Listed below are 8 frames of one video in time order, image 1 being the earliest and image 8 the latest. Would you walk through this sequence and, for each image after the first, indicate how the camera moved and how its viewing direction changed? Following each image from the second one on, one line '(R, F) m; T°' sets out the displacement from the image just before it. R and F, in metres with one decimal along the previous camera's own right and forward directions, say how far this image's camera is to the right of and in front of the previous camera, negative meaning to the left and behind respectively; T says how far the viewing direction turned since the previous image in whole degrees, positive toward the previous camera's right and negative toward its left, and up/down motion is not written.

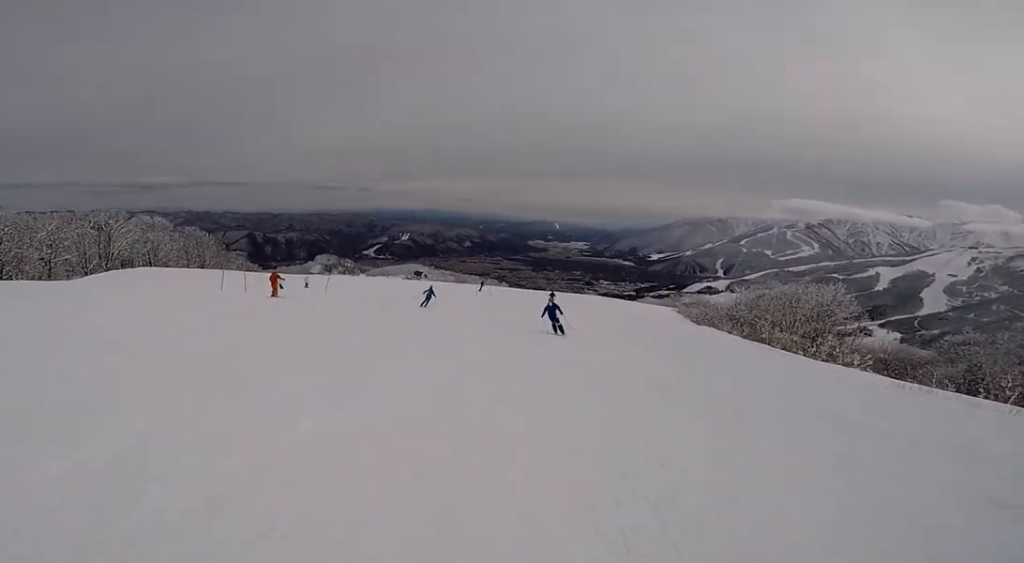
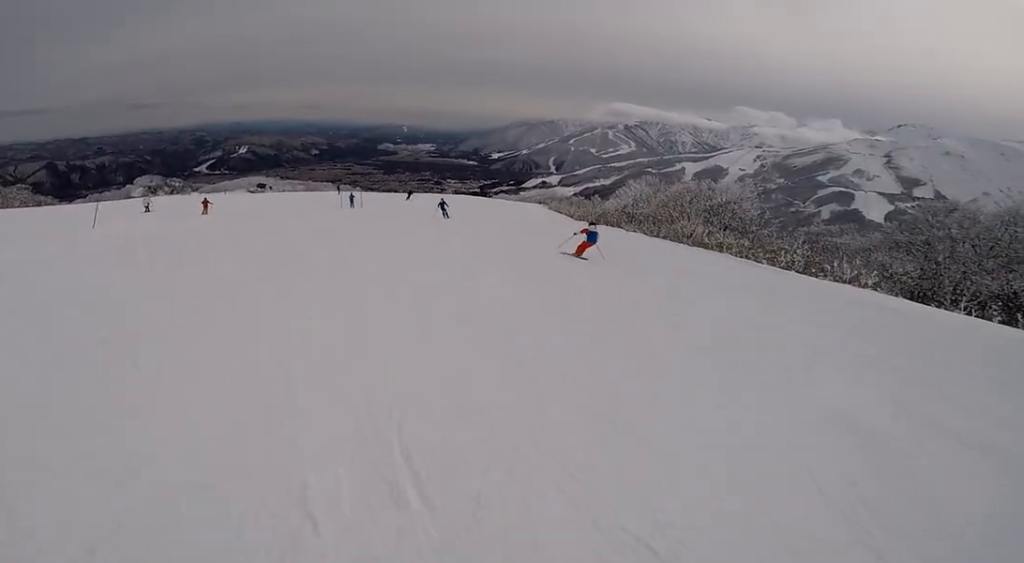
(+2.7, +11.9) m; +22°
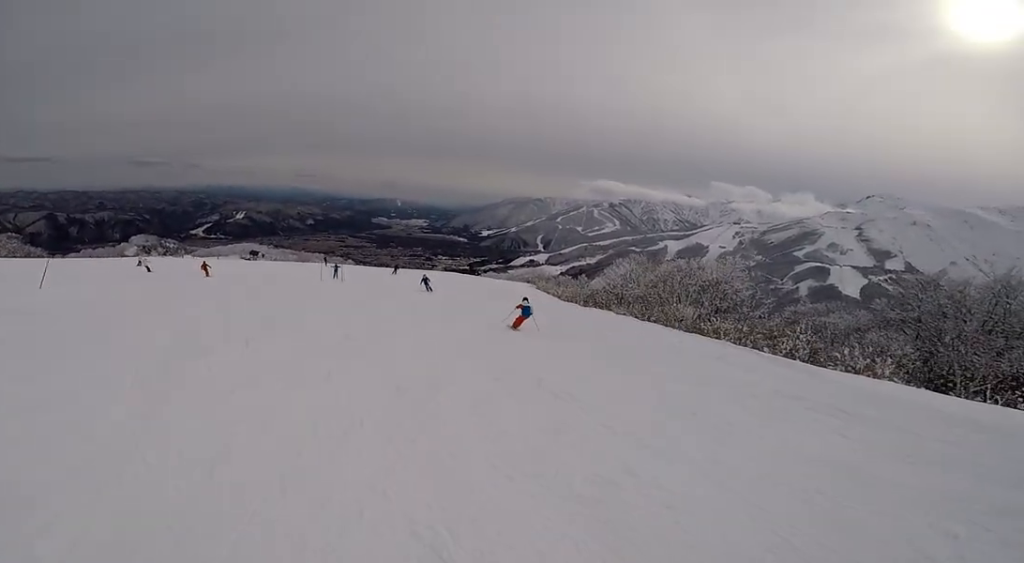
(+0.1, +2.5) m; -5°
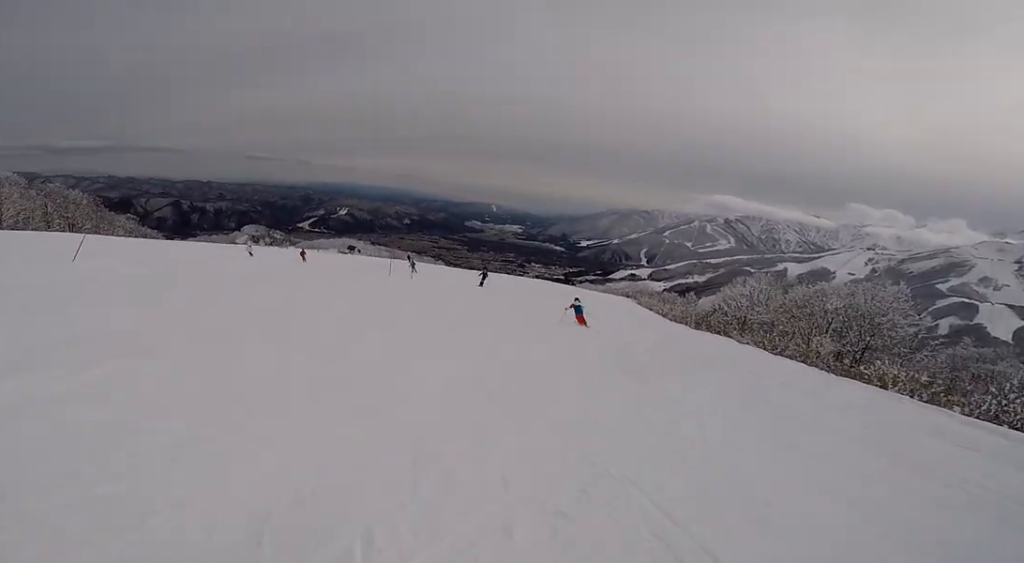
(-0.4, +4.3) m; -8°
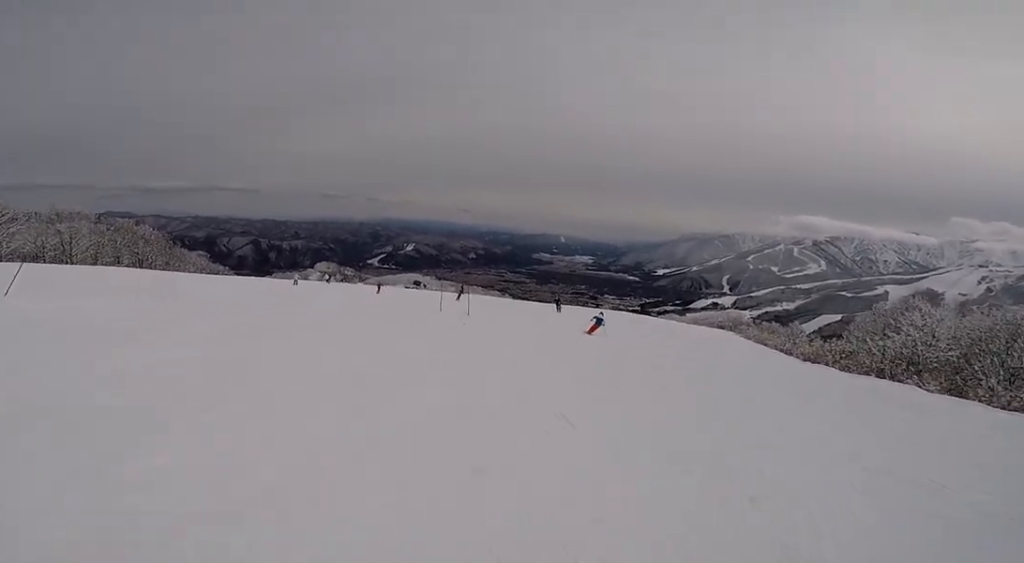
(-0.8, +7.0) m; -14°
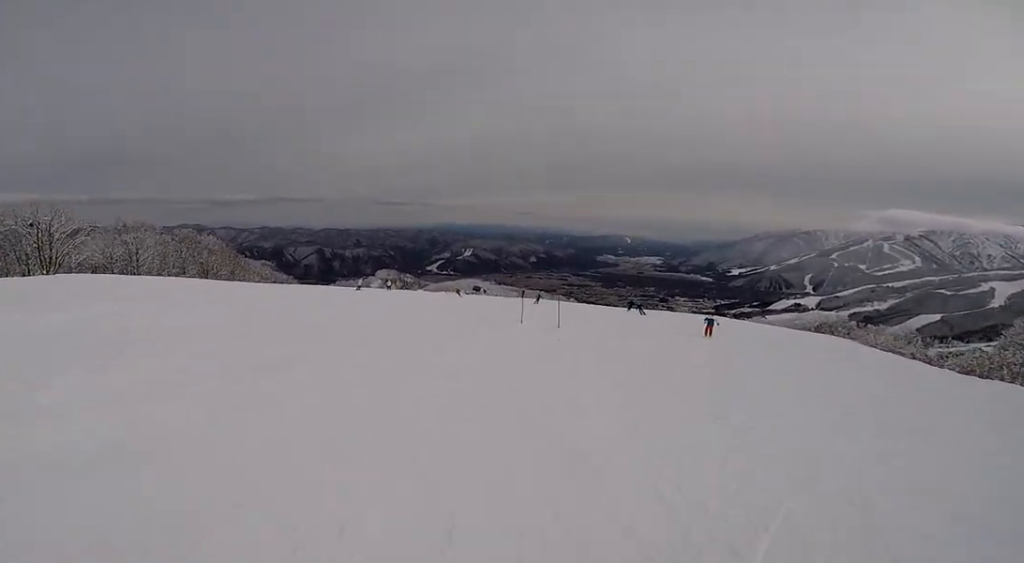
(-0.1, +4.5) m; -8°
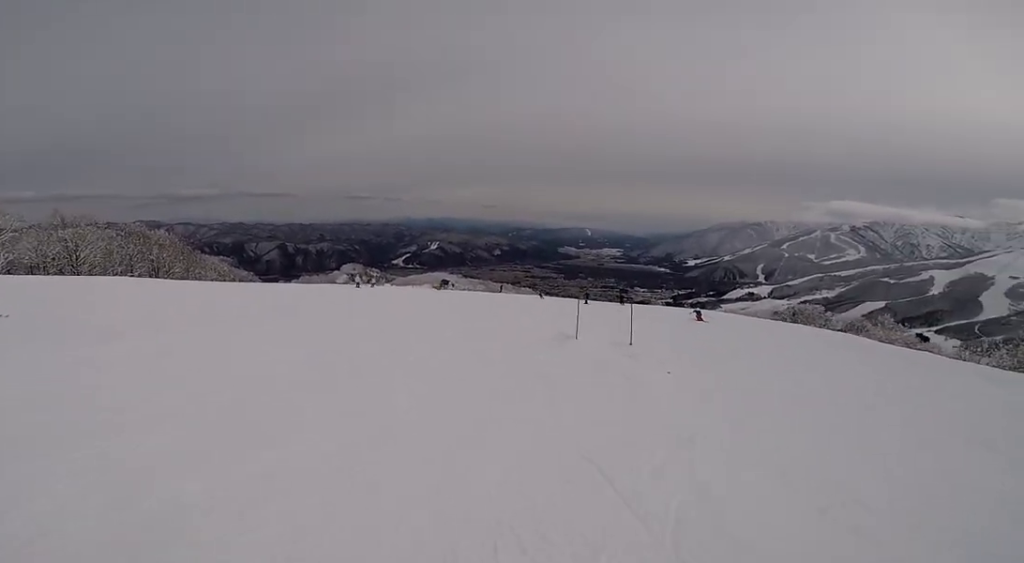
(-0.9, +6.6) m; +2°
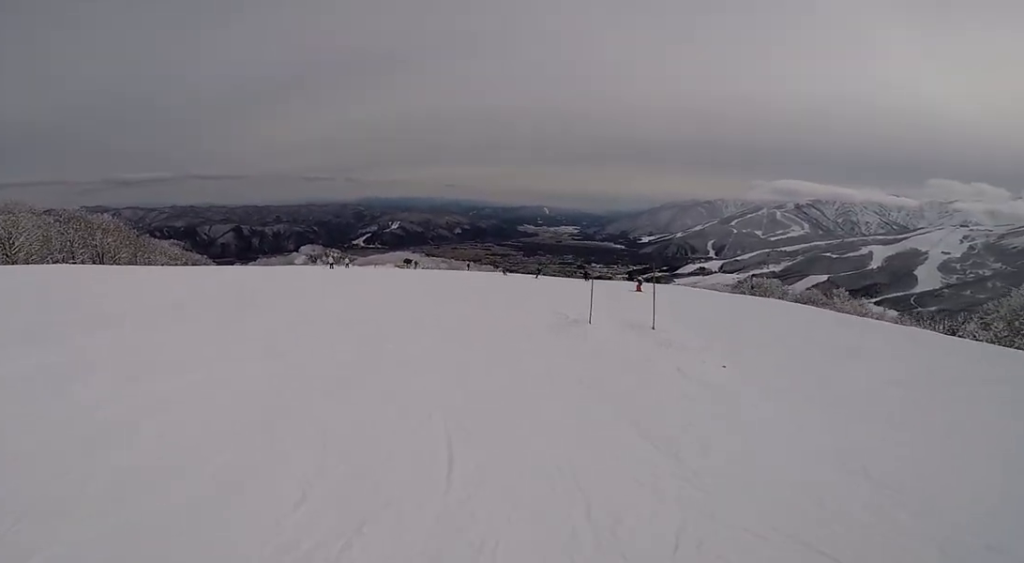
(+0.6, +2.7) m; +3°
